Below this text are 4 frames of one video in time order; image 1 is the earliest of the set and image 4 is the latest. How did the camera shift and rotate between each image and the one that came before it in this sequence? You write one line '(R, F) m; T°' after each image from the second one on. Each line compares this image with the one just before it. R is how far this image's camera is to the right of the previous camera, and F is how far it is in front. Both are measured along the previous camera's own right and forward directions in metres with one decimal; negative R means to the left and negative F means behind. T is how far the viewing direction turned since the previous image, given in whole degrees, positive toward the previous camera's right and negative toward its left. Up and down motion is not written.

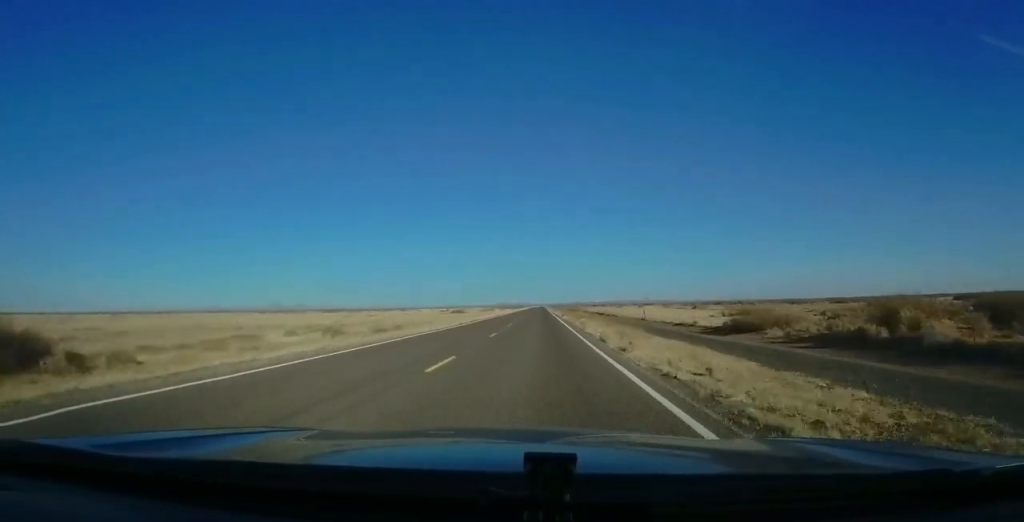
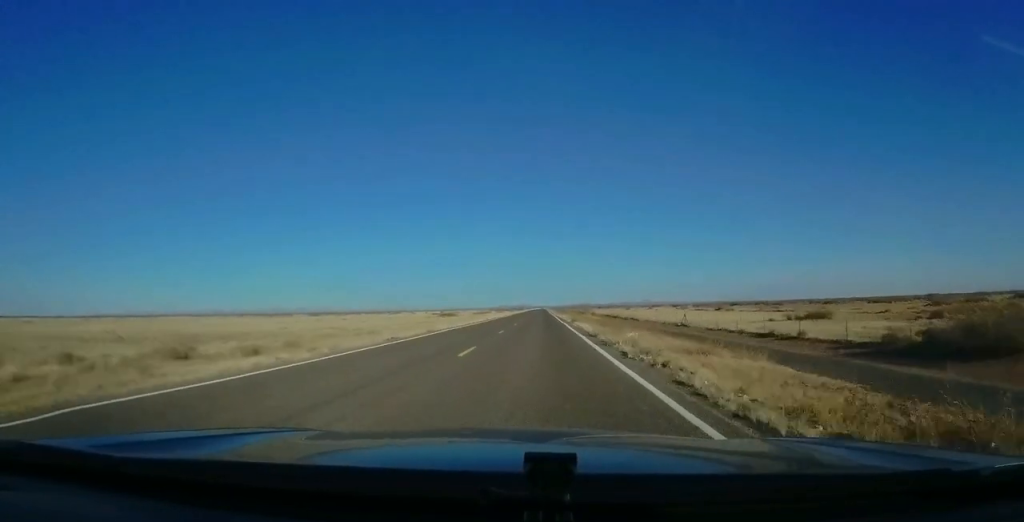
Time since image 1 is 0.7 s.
(0.0, +20.8) m; +1°
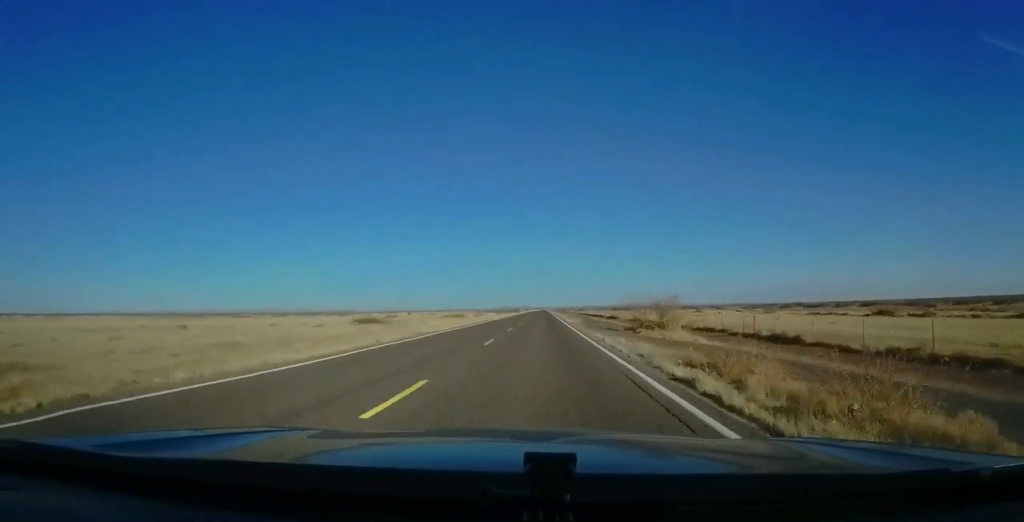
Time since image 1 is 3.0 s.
(-0.5, +69.5) m; -1°
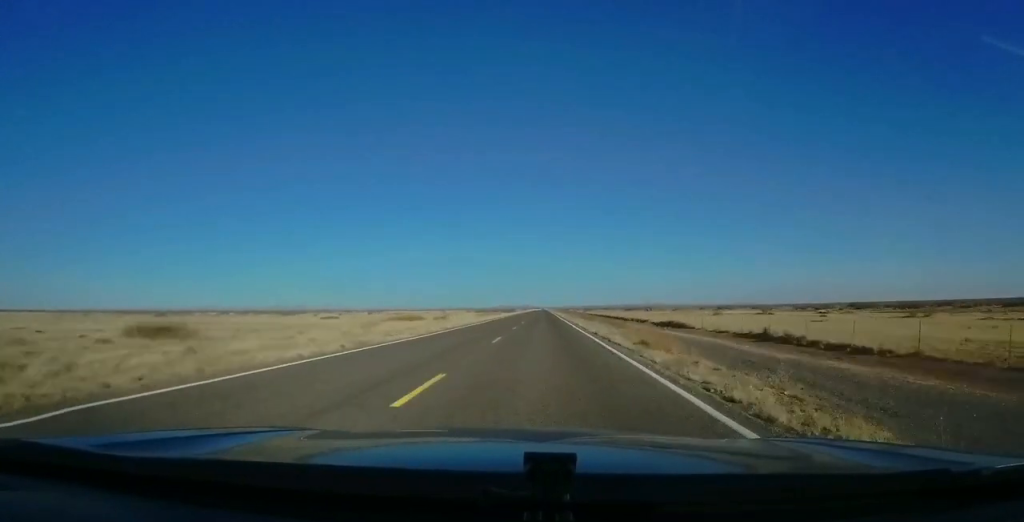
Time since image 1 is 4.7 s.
(+0.7, +48.9) m; 0°
